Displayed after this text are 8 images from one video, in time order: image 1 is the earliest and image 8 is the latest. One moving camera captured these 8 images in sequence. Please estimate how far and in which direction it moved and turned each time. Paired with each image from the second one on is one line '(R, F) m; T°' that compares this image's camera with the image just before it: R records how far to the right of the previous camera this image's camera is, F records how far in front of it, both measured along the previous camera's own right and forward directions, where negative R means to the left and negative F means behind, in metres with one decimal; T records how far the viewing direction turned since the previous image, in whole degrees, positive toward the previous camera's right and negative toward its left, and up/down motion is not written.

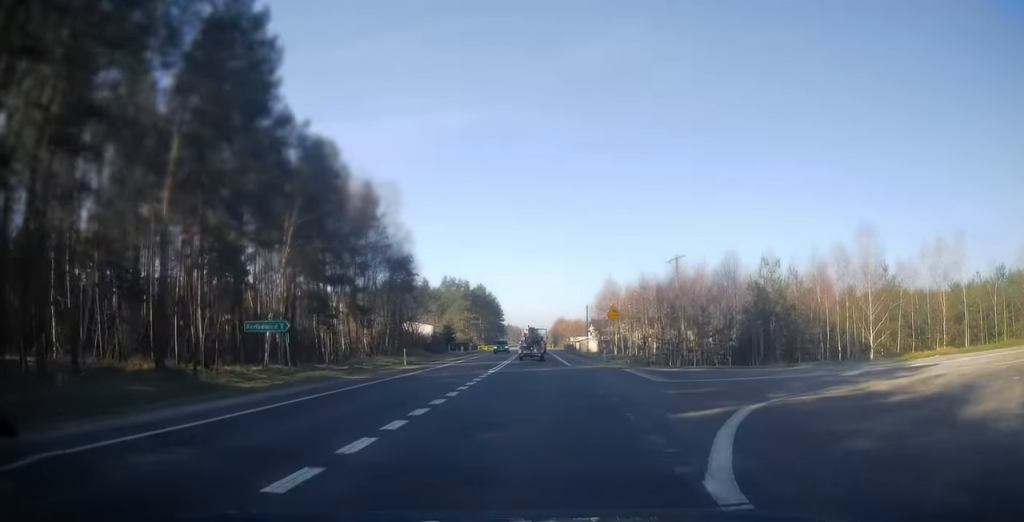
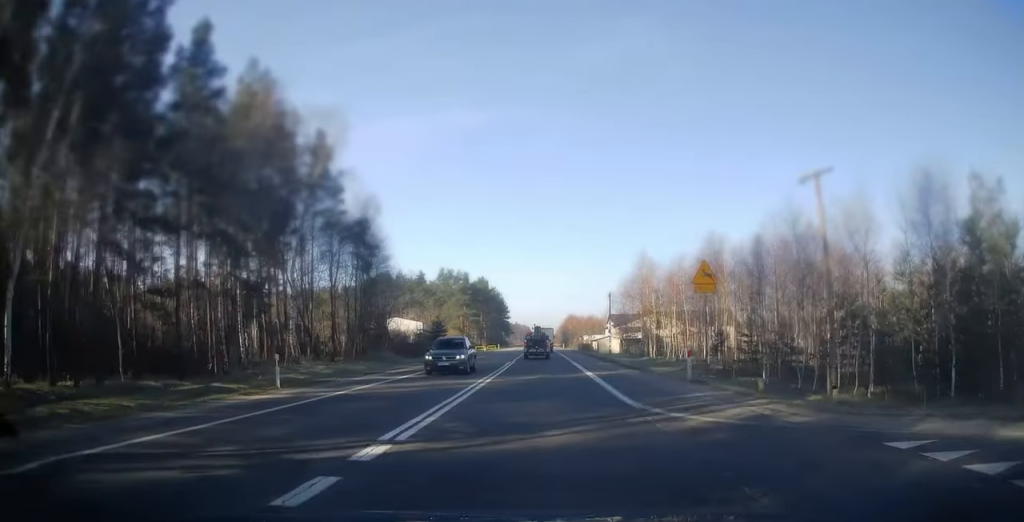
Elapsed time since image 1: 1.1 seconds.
(+0.1, +20.4) m; -1°
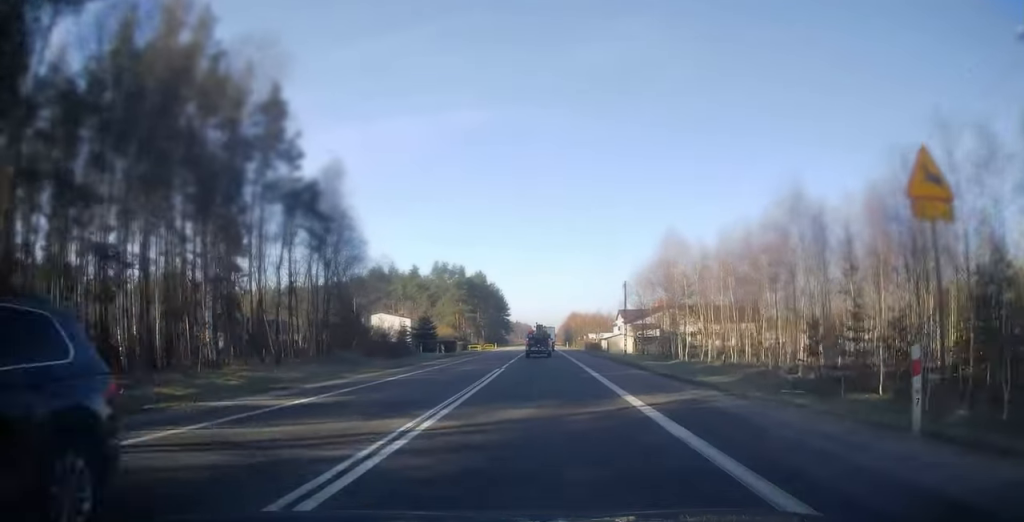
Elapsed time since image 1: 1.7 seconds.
(-0.2, +11.4) m; 0°
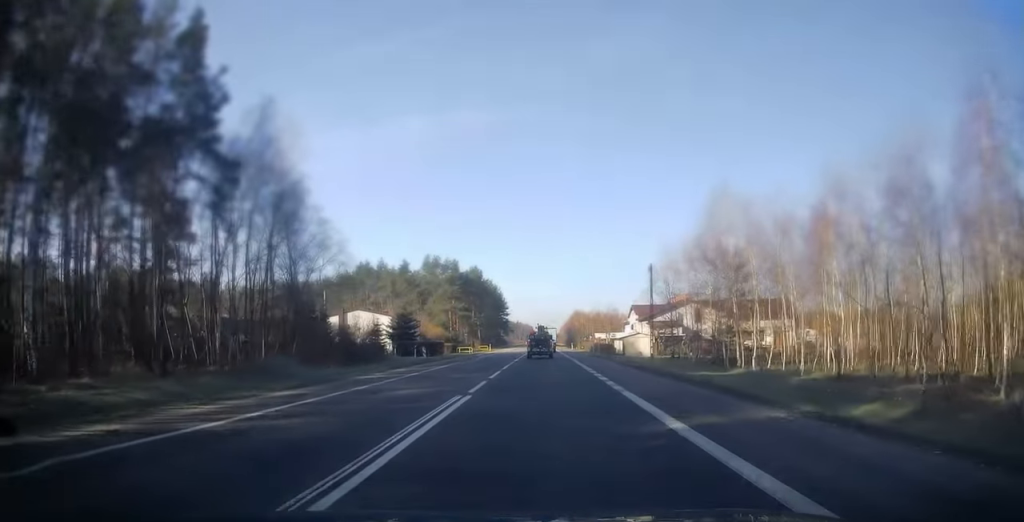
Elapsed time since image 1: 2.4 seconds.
(-0.1, +13.2) m; 0°
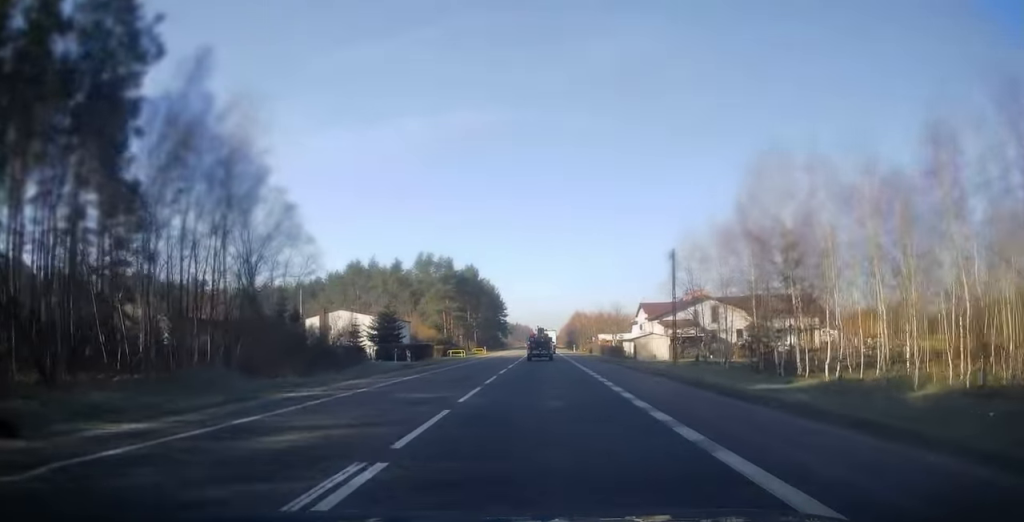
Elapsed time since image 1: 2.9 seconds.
(+0.2, +7.7) m; 0°
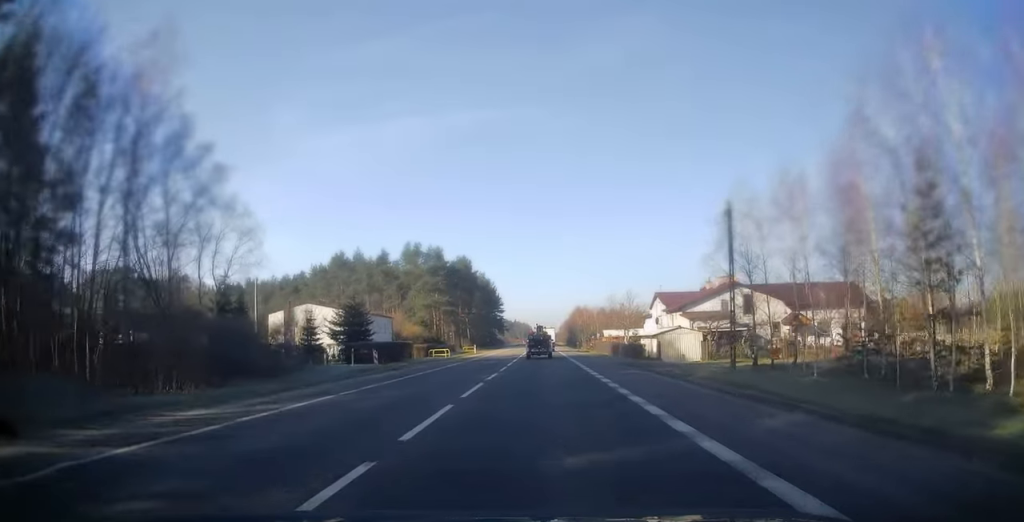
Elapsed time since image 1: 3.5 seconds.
(0.0, +11.4) m; 0°
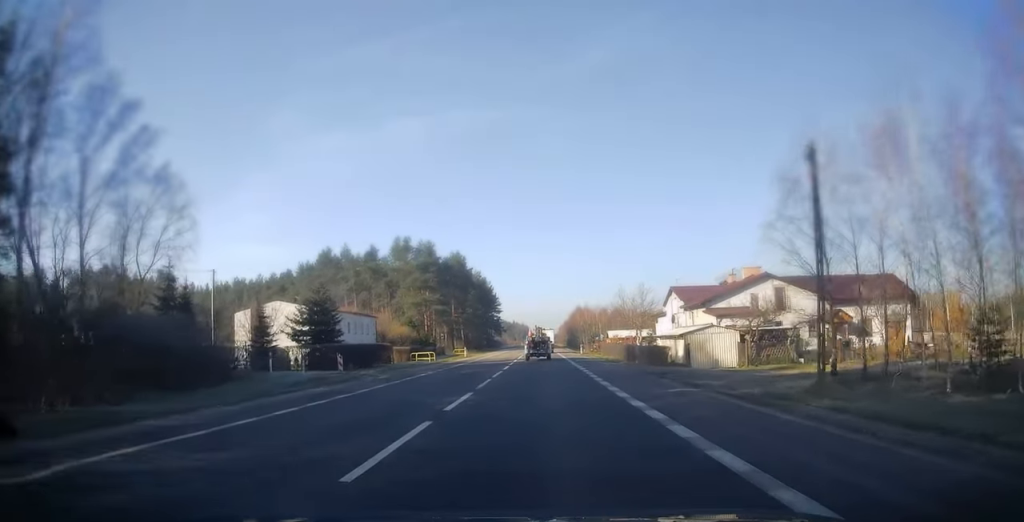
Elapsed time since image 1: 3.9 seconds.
(-0.1, +8.3) m; 0°
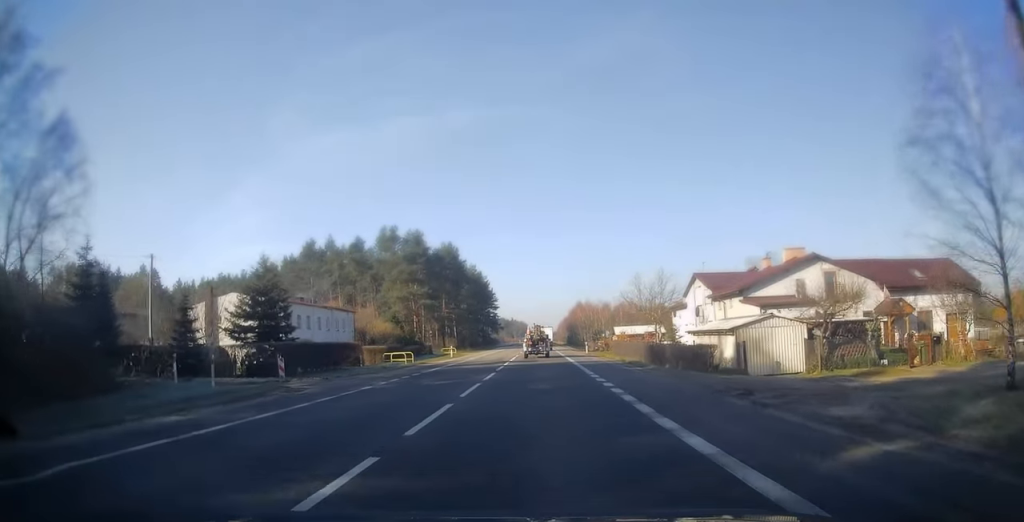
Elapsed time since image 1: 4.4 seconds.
(0.0, +9.2) m; 0°
